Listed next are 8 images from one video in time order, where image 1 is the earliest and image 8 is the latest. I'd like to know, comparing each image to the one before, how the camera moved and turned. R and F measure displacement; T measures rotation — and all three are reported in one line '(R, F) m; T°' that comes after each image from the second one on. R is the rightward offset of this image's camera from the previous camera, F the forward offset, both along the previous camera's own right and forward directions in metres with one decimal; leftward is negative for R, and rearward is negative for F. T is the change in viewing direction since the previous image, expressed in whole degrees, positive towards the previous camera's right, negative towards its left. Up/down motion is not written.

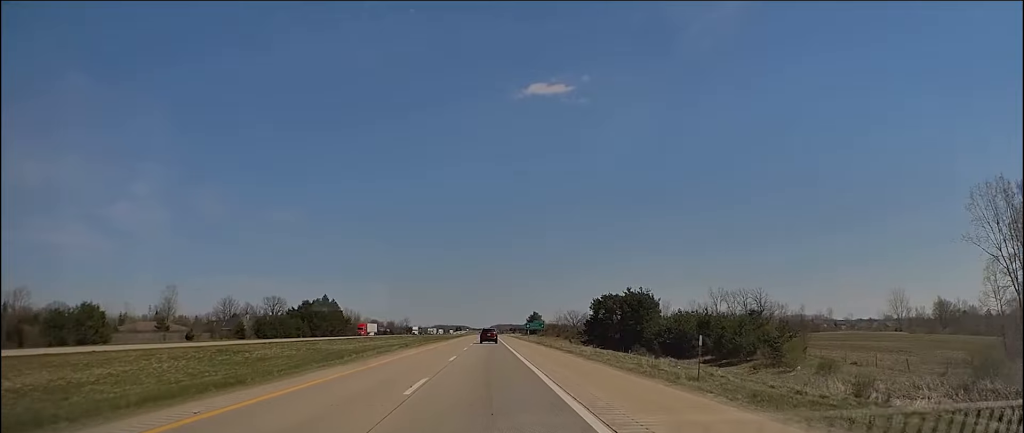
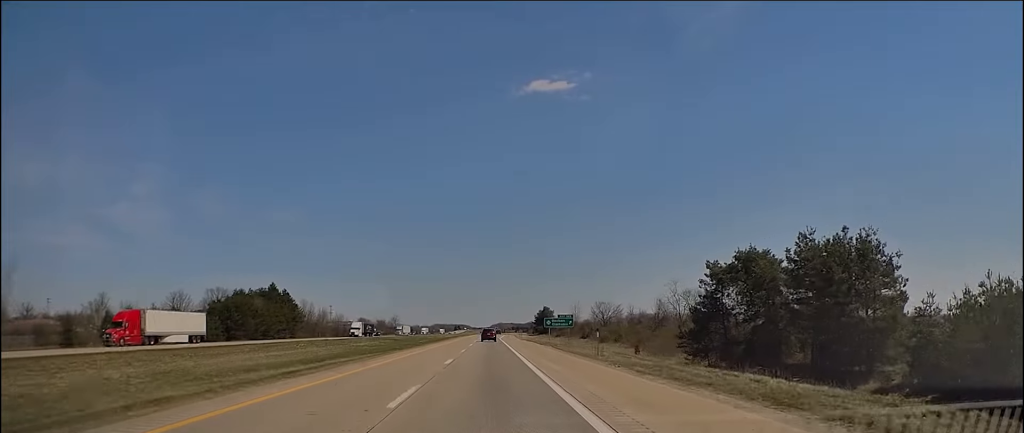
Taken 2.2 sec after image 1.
(-0.3, +63.3) m; +1°
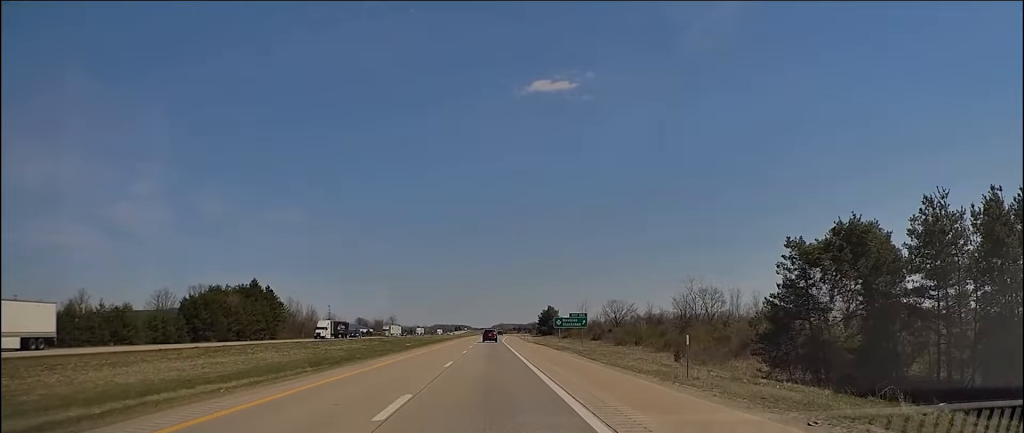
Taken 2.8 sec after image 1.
(+0.1, +16.4) m; 0°
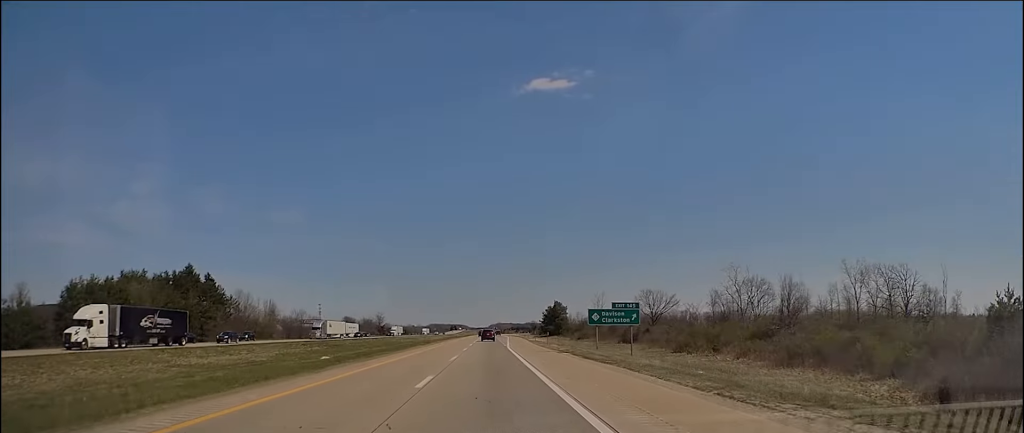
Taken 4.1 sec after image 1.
(-0.5, +39.6) m; -1°
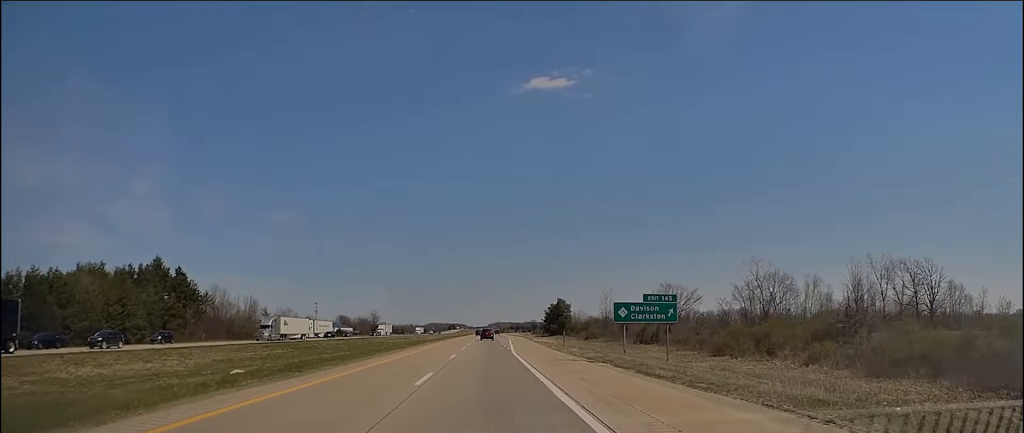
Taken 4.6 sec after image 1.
(-0.1, +14.5) m; 0°
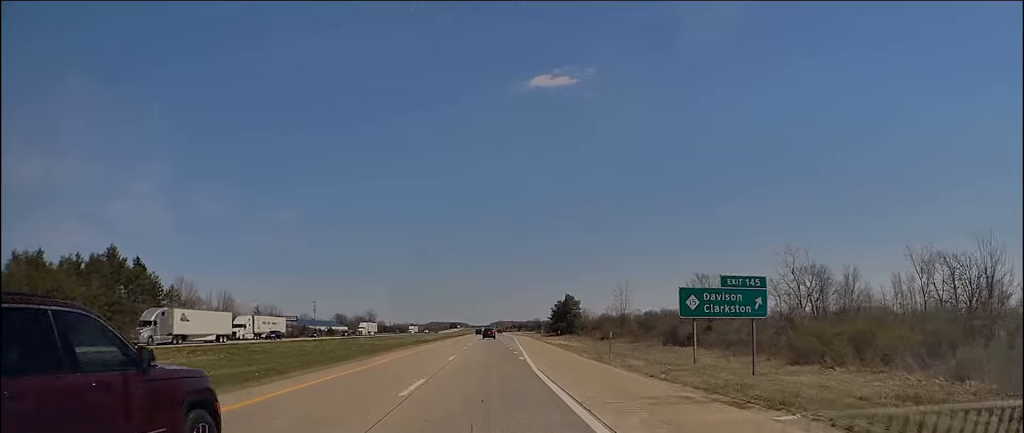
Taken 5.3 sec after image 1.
(+0.4, +18.3) m; 0°
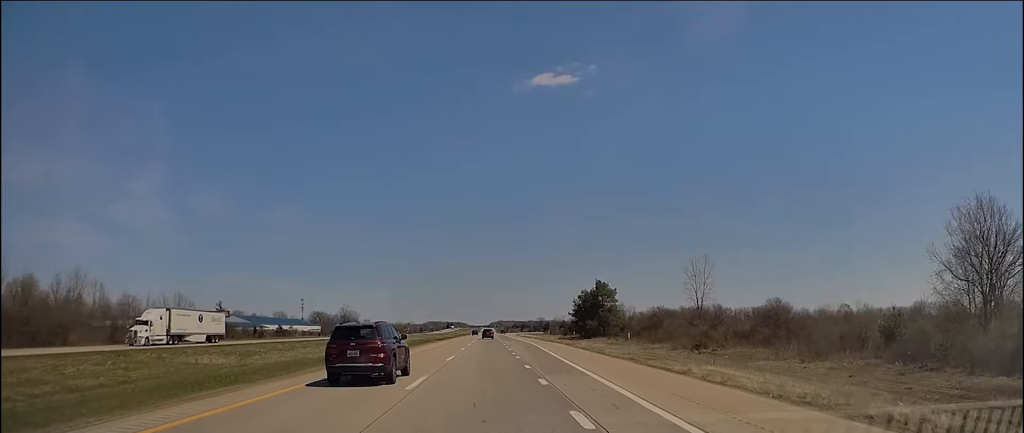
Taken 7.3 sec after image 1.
(-1.0, +59.3) m; 0°
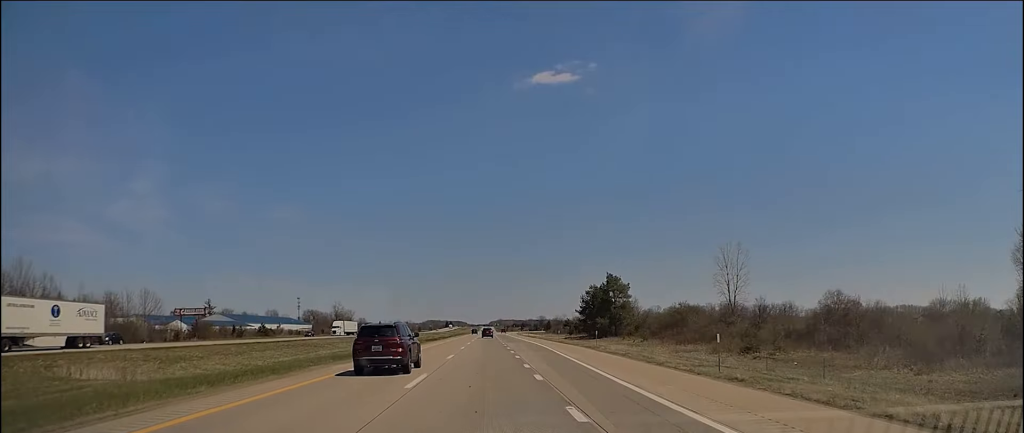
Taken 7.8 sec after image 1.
(+0.2, +14.4) m; 0°
